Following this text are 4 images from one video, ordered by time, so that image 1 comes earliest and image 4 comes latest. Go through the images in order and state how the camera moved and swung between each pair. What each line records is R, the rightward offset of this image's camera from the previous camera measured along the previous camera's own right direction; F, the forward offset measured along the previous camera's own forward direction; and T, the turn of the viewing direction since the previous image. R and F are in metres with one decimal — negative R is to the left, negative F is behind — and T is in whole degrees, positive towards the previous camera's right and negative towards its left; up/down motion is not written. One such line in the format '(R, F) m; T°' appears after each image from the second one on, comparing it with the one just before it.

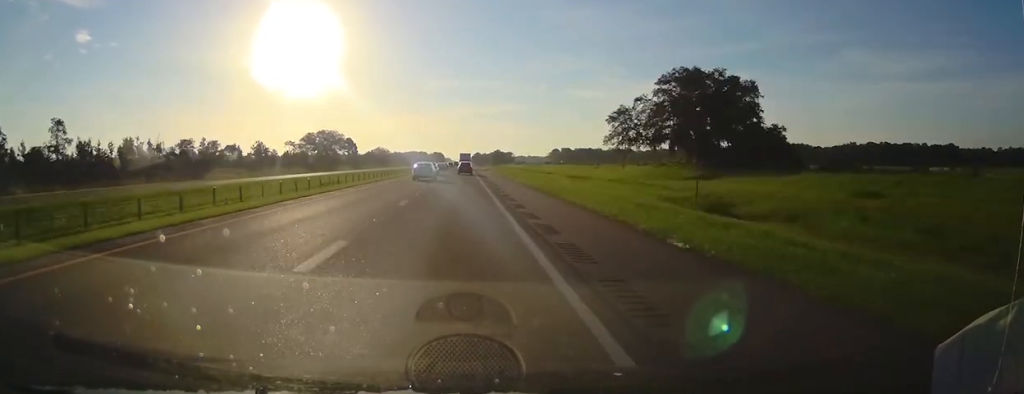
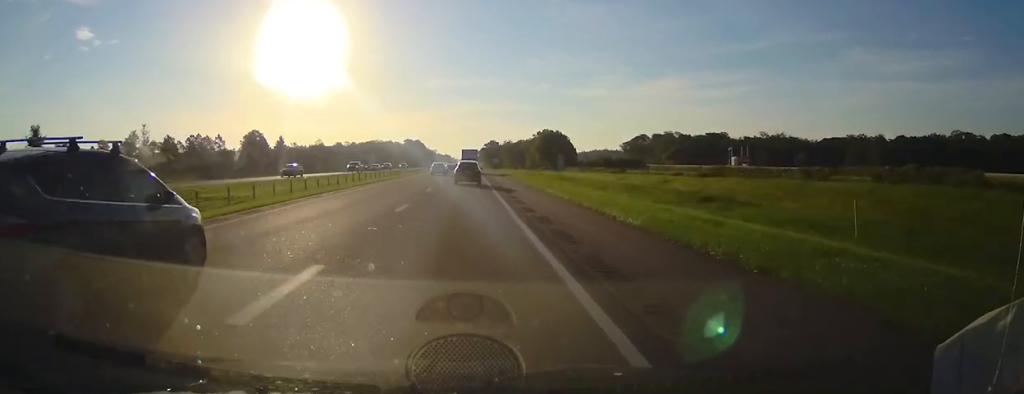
(+1.6, +332.3) m; 0°
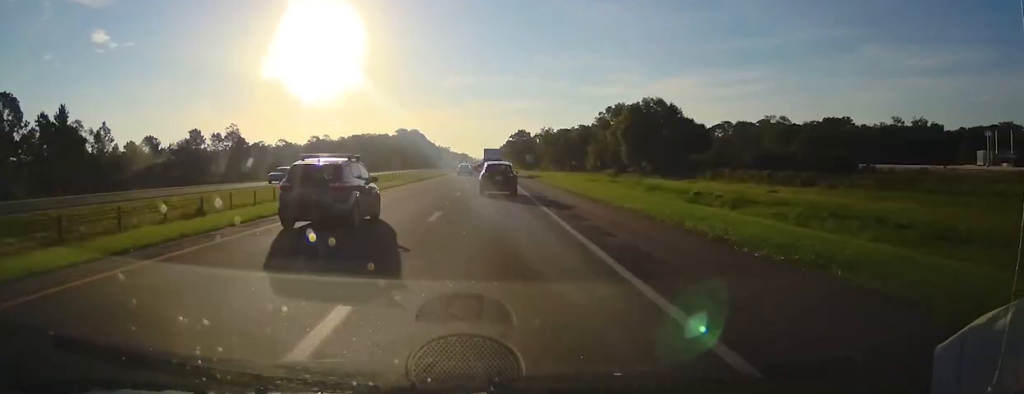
(-1.0, +111.1) m; -1°
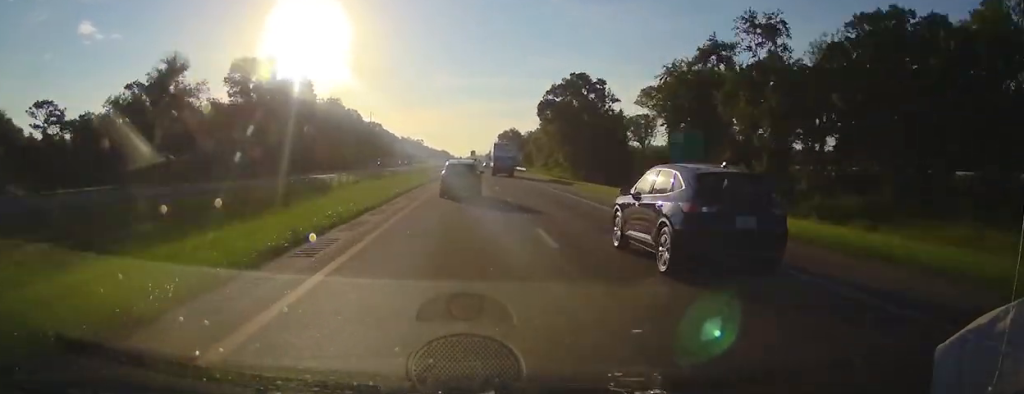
(0.0, +175.1) m; +1°
